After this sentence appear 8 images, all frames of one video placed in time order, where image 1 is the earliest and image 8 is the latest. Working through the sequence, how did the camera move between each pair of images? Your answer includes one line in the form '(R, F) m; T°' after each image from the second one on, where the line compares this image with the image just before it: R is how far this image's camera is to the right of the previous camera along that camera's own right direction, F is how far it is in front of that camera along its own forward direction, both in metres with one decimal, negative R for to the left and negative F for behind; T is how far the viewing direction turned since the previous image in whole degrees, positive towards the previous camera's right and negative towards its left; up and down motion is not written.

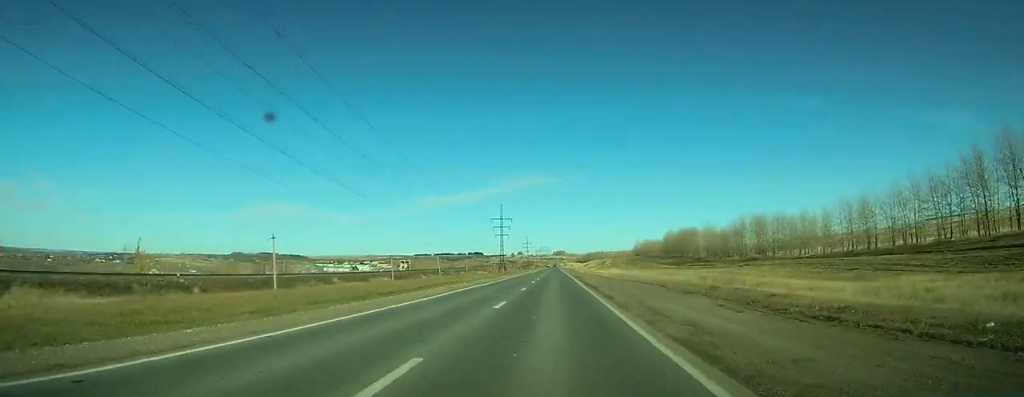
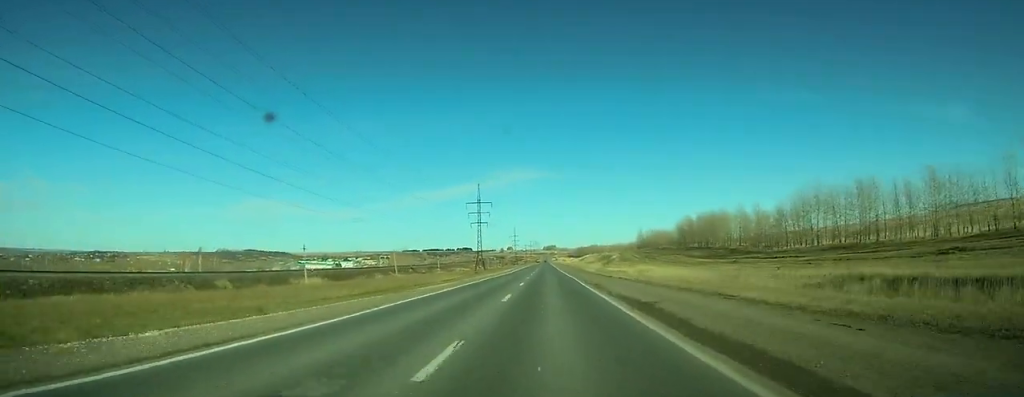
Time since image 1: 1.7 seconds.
(-0.1, +43.7) m; 0°
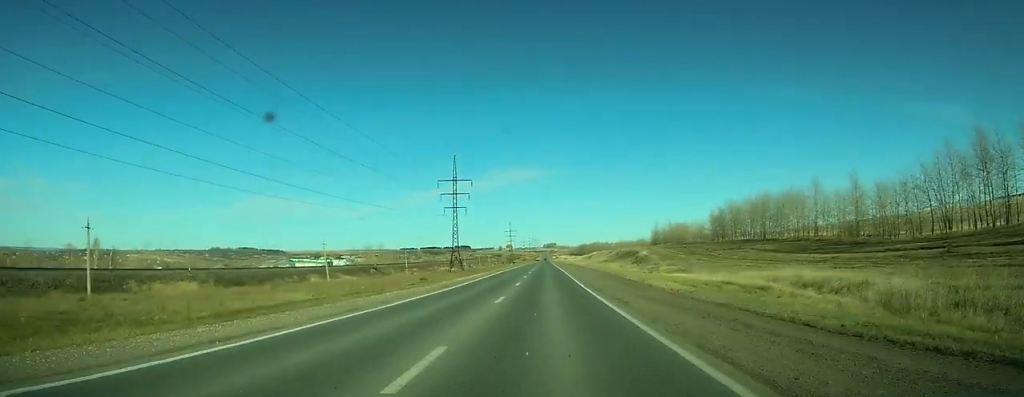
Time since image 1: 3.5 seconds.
(+0.3, +47.1) m; 0°
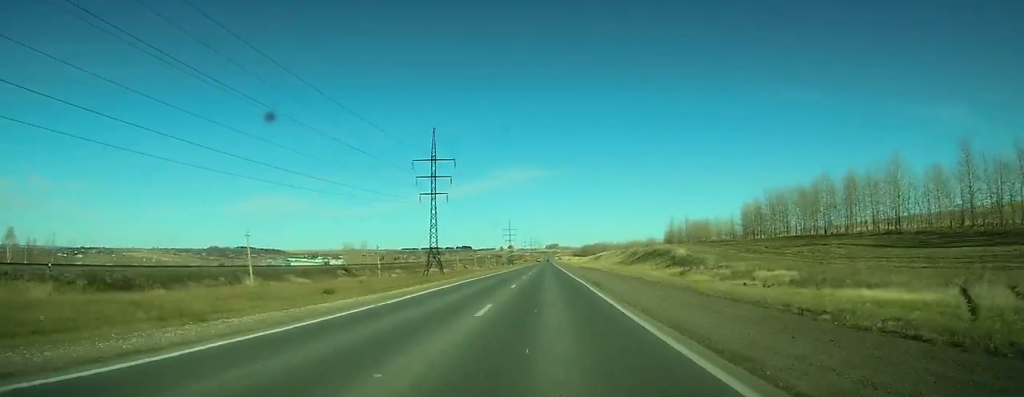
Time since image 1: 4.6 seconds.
(+0.1, +28.4) m; 0°
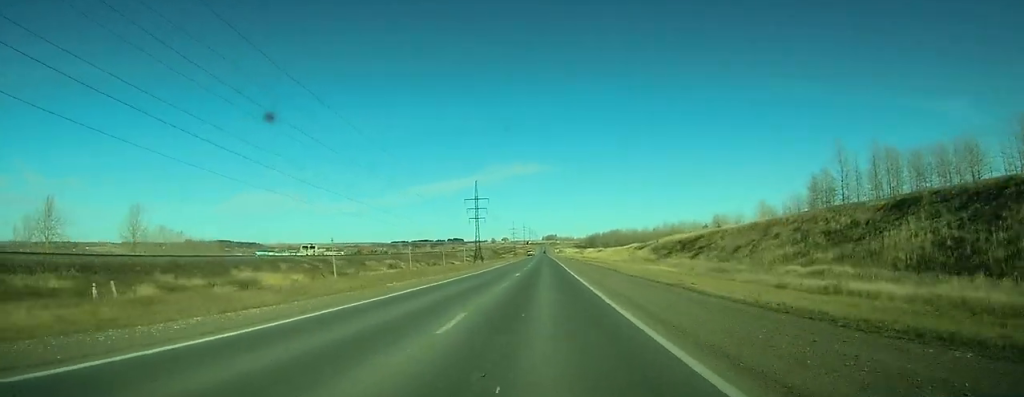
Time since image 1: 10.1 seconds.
(-0.3, +146.8) m; 0°
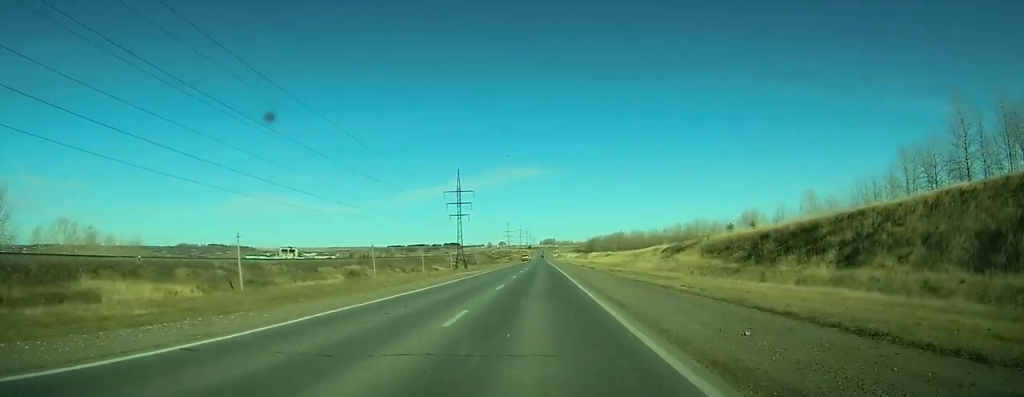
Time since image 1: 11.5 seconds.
(-0.1, +34.8) m; 0°
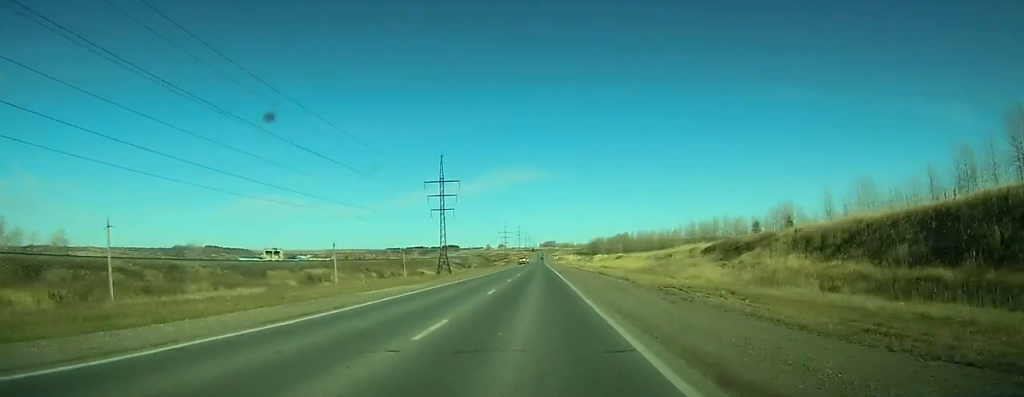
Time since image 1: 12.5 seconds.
(0.0, +26.1) m; 0°
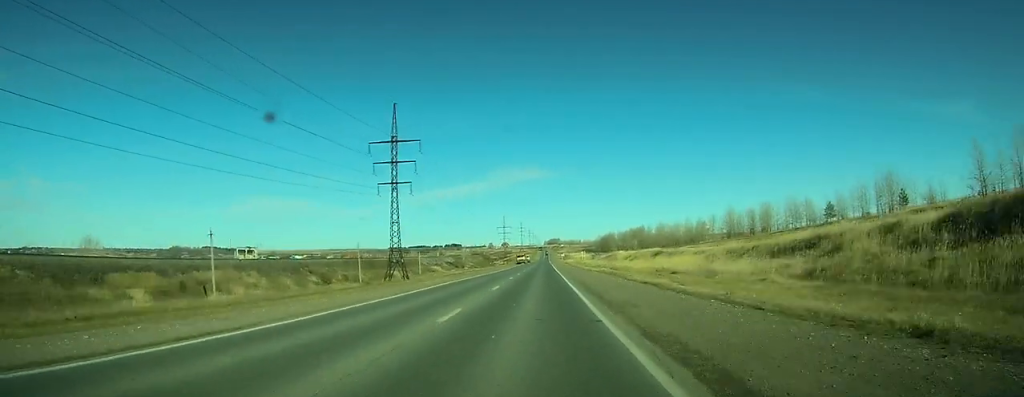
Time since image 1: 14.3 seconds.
(0.0, +47.0) m; 0°
